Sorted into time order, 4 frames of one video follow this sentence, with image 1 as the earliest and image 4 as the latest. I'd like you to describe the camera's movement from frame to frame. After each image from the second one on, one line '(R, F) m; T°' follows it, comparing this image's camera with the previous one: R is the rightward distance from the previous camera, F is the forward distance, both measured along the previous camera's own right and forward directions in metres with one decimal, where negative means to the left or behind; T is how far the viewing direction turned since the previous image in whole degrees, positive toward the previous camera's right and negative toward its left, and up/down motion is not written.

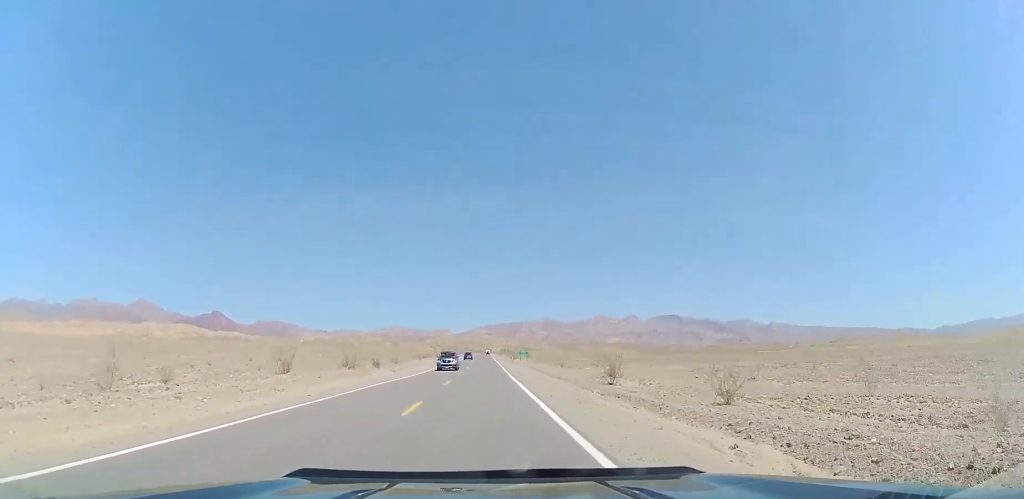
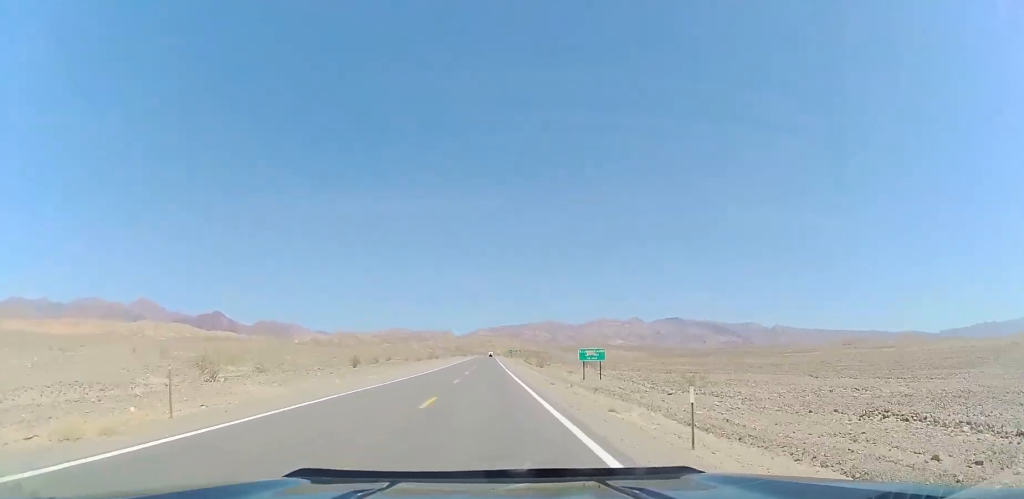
(0.0, +71.8) m; 0°
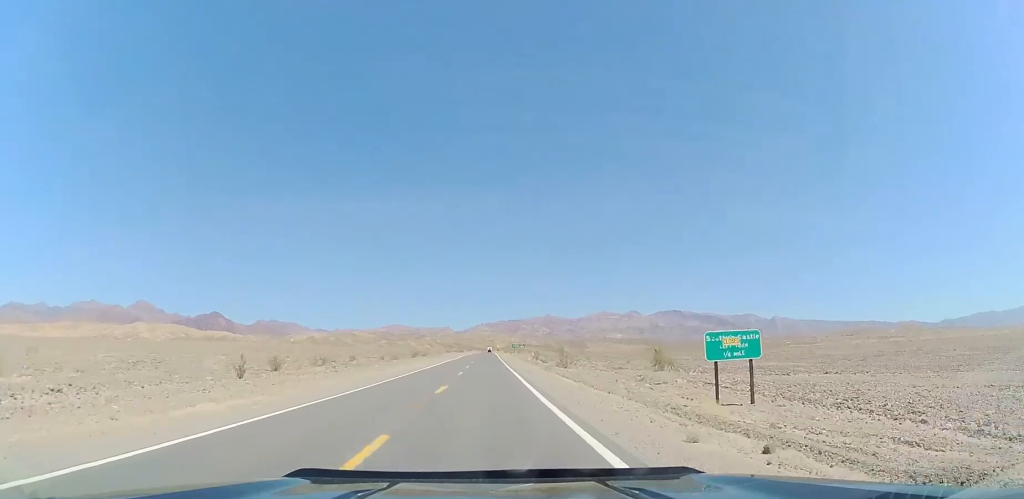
(-0.1, +24.3) m; 0°
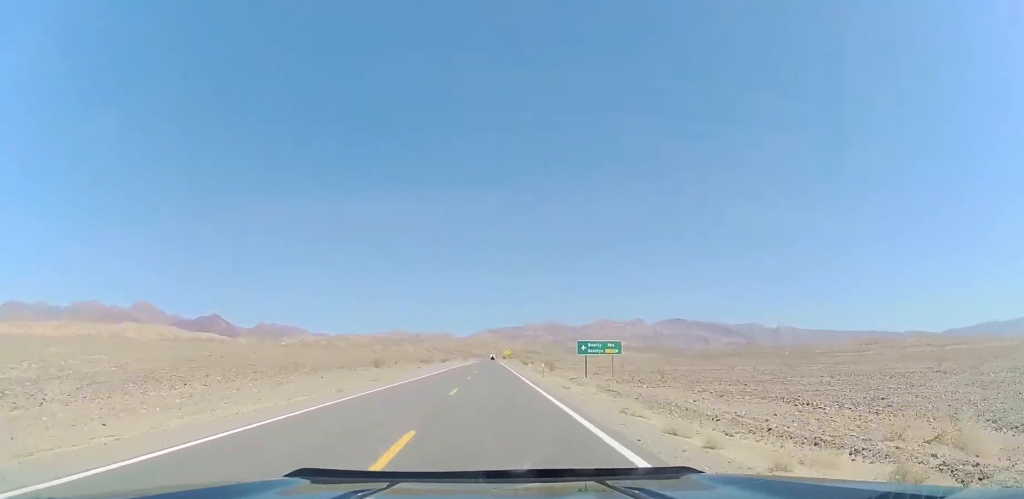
(0.0, +102.0) m; 0°
